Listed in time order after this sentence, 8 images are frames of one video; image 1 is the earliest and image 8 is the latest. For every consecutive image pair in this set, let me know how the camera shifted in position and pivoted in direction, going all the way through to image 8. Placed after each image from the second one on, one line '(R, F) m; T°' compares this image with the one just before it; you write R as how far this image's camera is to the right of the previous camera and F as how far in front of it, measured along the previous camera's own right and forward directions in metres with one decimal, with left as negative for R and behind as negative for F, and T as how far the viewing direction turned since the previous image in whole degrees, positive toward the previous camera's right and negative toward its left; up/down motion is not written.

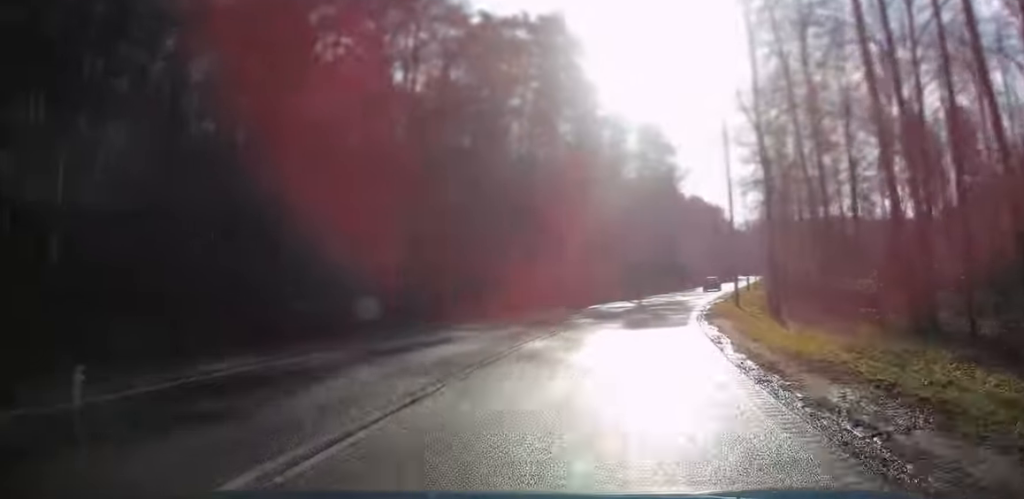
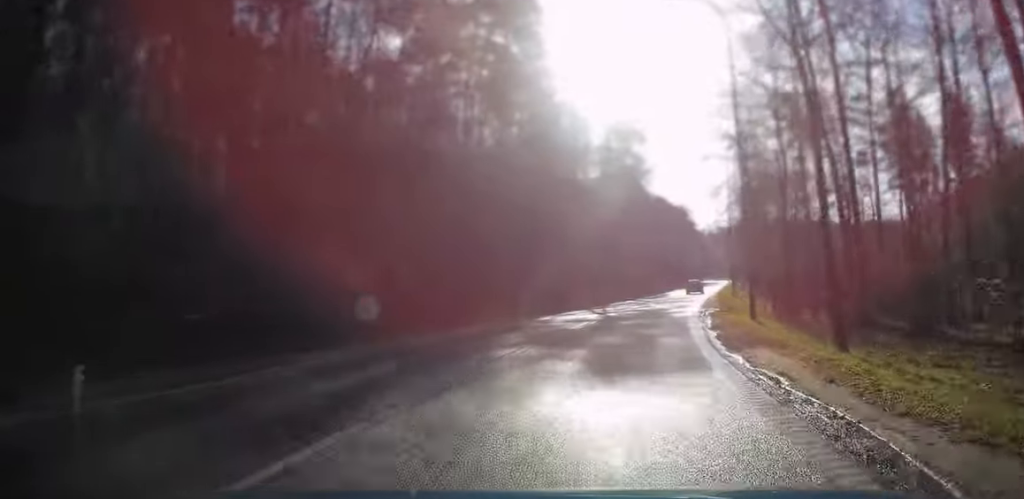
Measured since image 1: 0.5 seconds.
(-0.1, +10.0) m; +4°
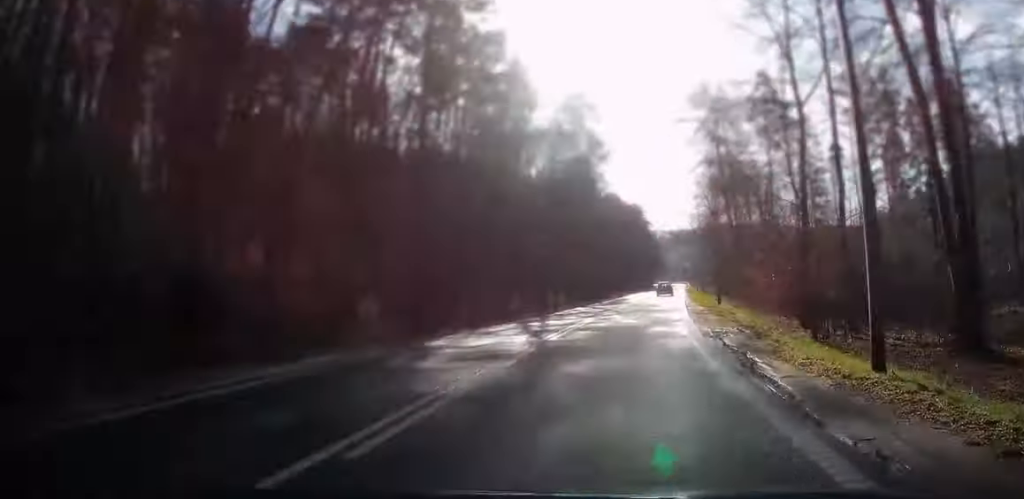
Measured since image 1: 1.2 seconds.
(+1.1, +12.5) m; +4°
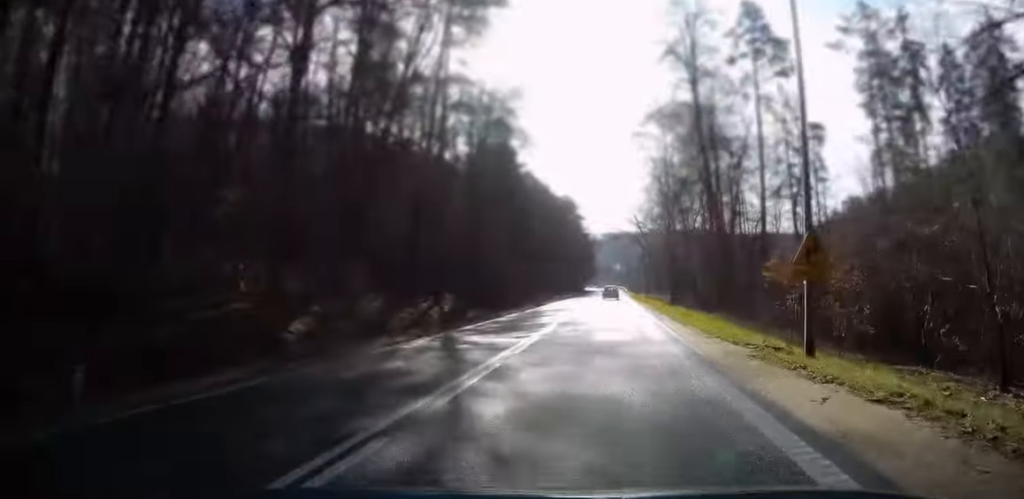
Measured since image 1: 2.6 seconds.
(+0.8, +26.7) m; +3°
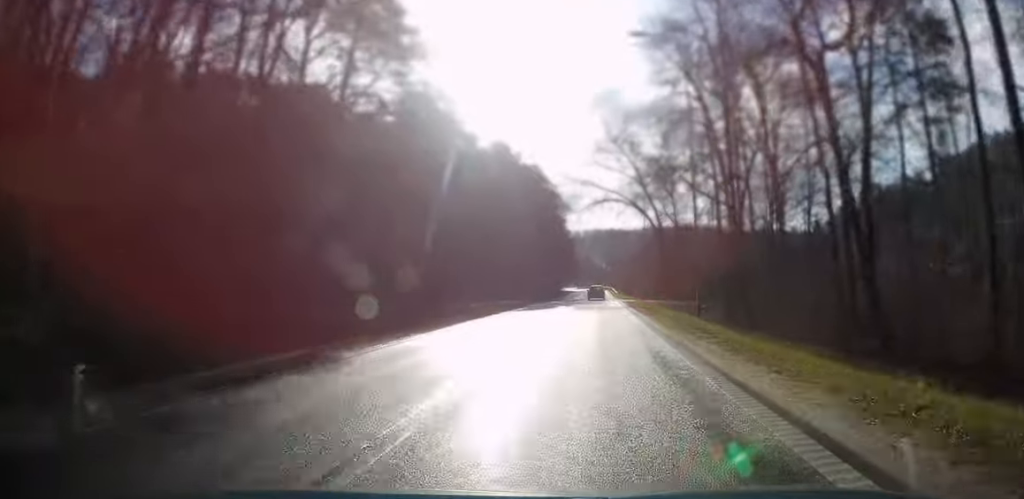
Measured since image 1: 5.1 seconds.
(+3.7, +47.8) m; +7°
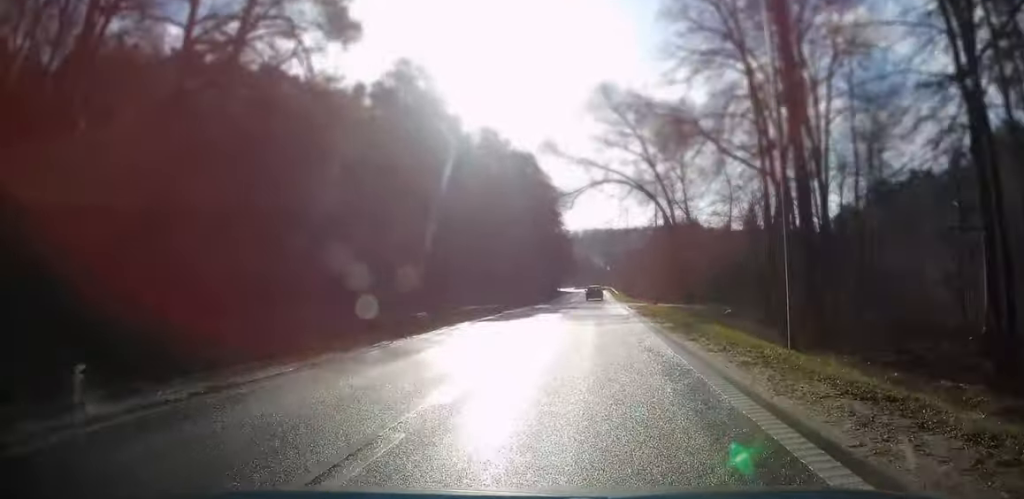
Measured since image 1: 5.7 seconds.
(+0.1, +12.4) m; 0°
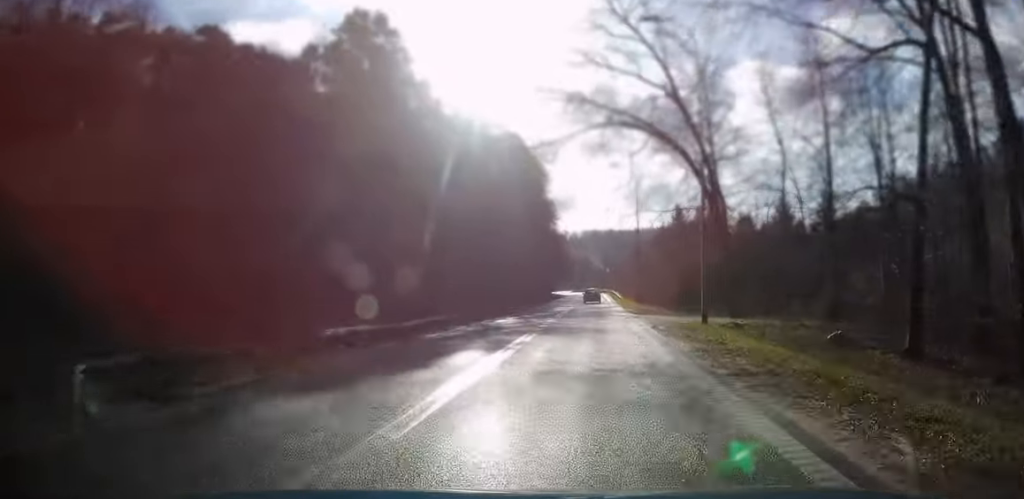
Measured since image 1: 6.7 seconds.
(-0.2, +20.3) m; 0°
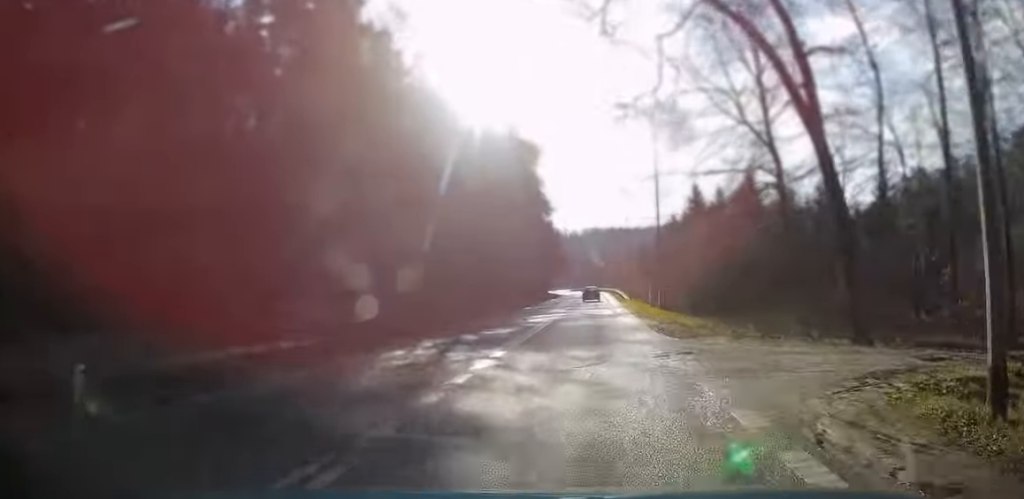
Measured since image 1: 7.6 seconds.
(+0.1, +17.7) m; -1°
